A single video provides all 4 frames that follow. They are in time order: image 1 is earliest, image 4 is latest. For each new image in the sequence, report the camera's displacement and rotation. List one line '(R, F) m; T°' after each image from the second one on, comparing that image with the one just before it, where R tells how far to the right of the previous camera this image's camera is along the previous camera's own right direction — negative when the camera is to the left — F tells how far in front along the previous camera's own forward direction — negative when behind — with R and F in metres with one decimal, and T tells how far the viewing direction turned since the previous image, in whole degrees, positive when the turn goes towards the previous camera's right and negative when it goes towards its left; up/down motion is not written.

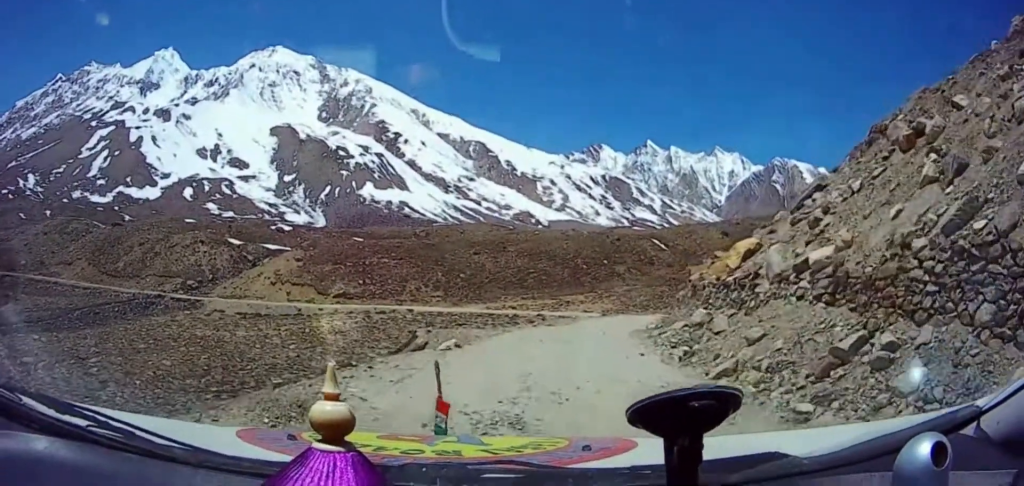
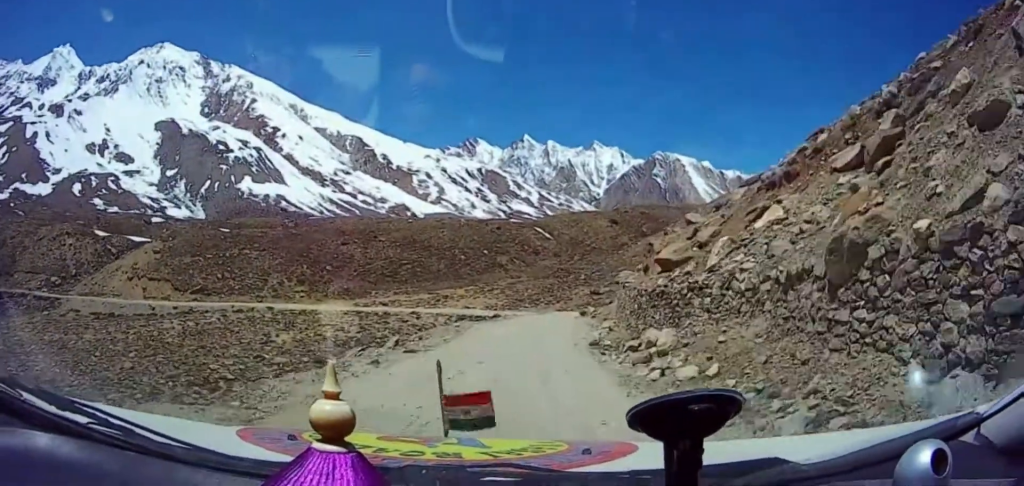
(+1.2, +11.9) m; +10°
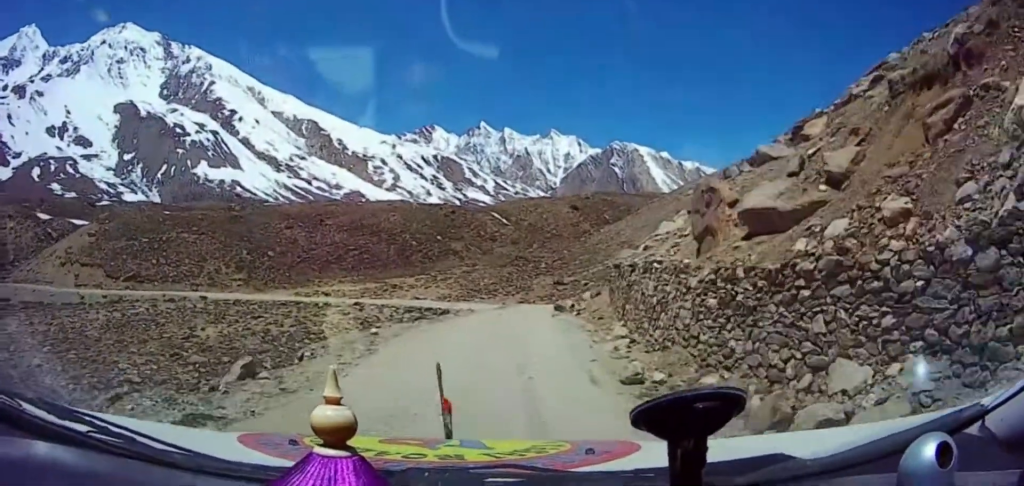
(+0.2, +9.1) m; +2°
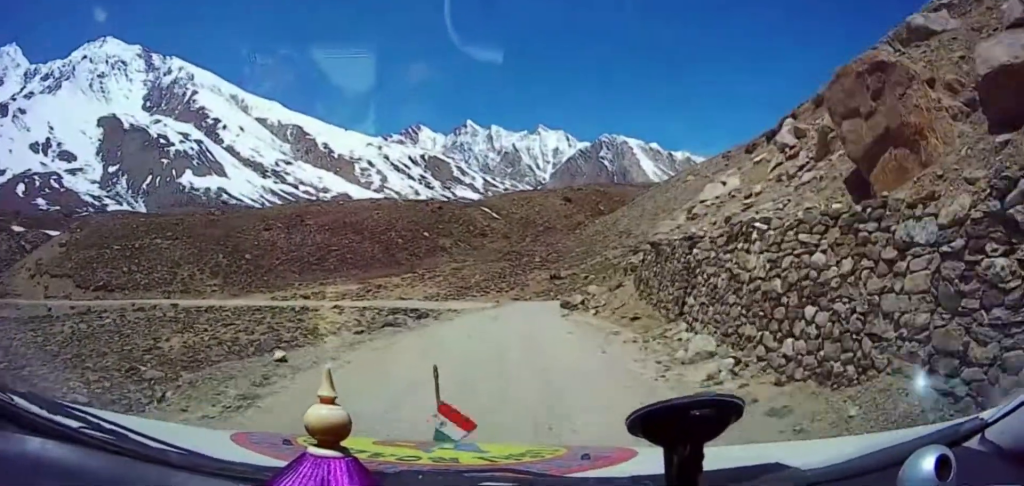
(0.0, +6.3) m; 0°
